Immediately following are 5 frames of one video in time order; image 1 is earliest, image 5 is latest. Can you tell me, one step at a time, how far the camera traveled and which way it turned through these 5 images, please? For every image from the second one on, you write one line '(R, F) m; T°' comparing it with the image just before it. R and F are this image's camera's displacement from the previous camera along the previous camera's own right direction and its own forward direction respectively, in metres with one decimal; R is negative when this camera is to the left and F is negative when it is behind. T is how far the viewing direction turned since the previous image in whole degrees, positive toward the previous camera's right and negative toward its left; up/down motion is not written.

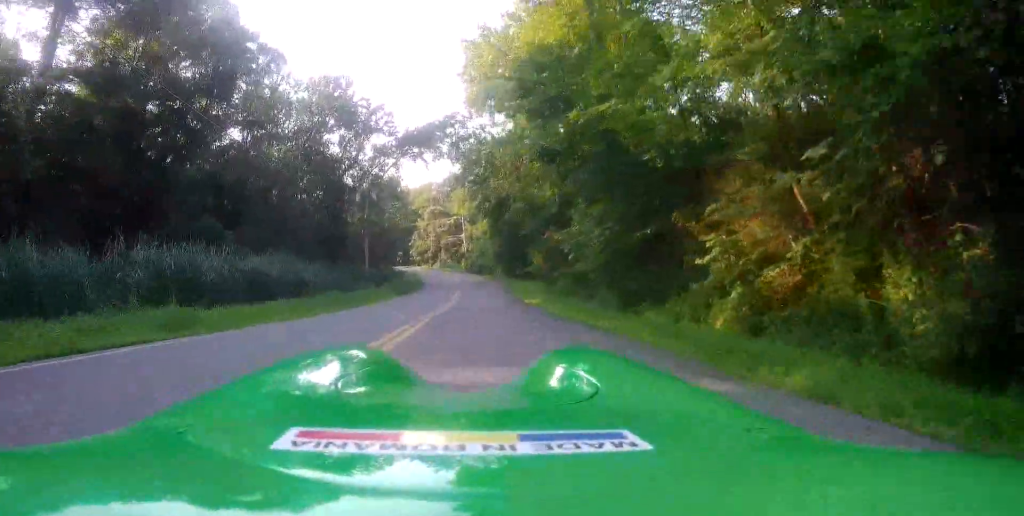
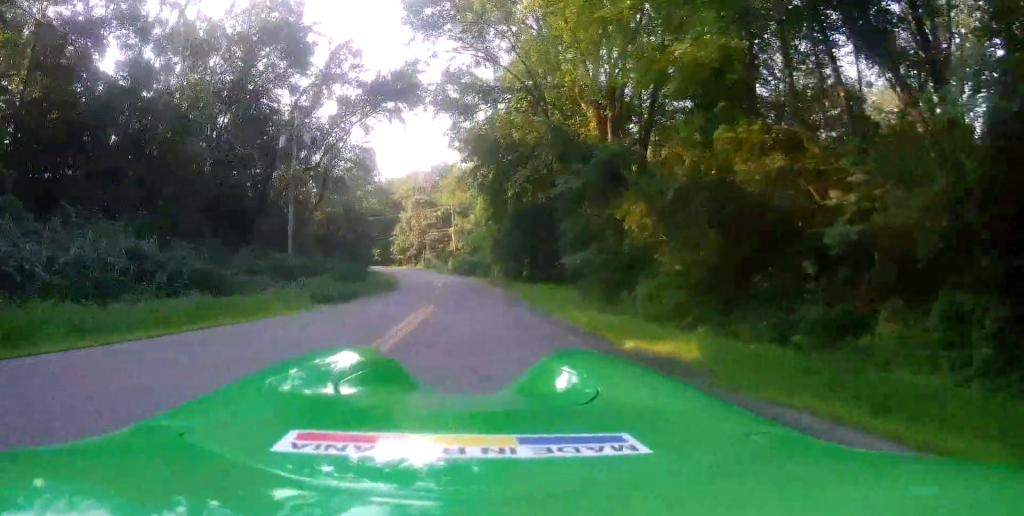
(-0.4, +17.1) m; -2°
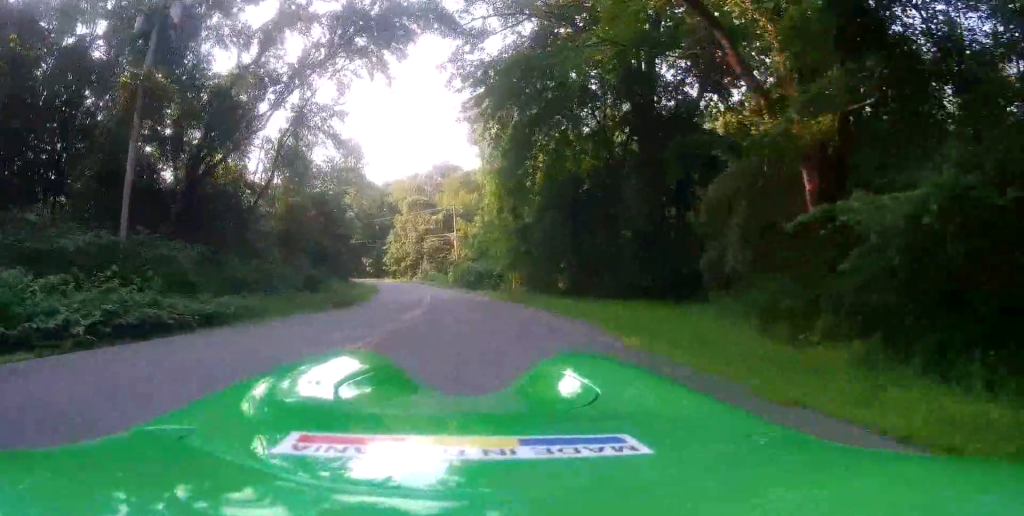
(+0.1, +12.4) m; +1°
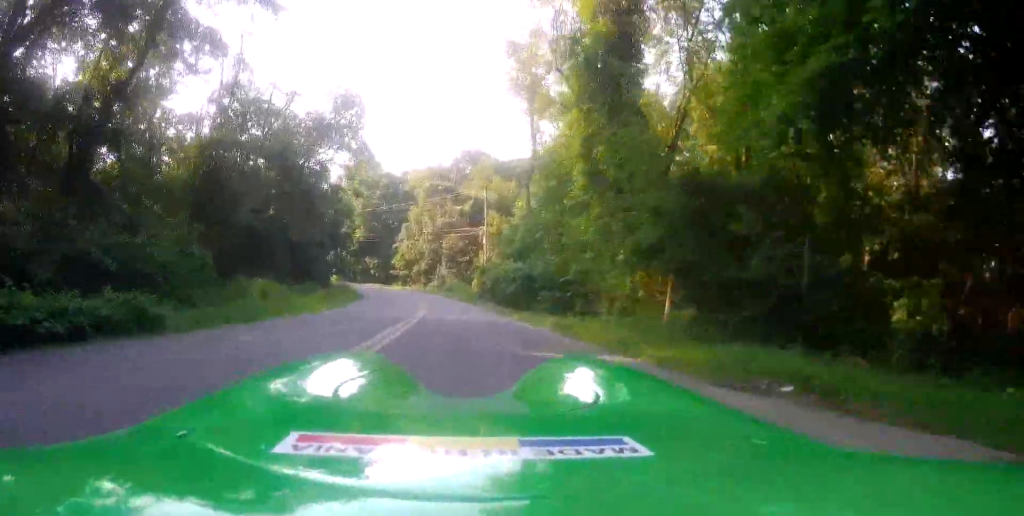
(-0.7, +20.1) m; -4°
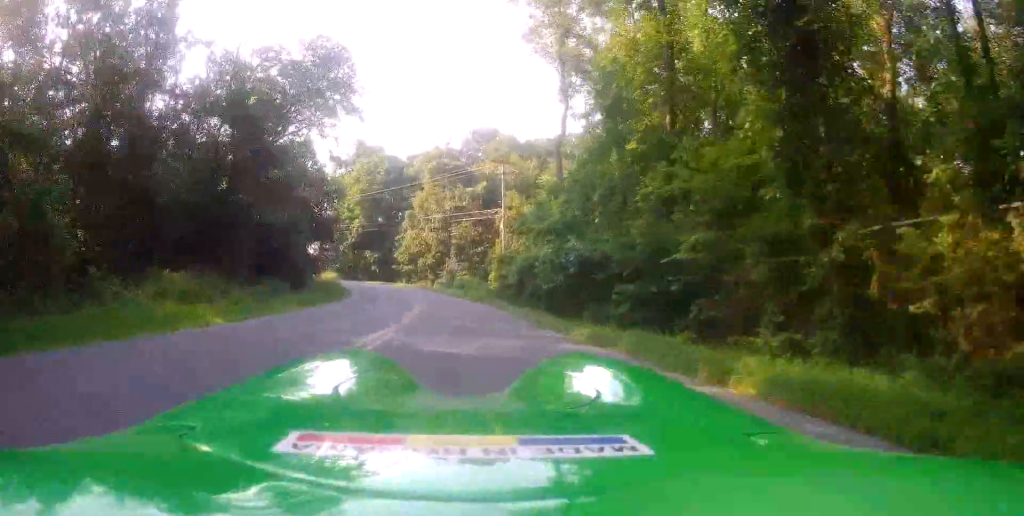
(-0.1, +11.7) m; -1°
